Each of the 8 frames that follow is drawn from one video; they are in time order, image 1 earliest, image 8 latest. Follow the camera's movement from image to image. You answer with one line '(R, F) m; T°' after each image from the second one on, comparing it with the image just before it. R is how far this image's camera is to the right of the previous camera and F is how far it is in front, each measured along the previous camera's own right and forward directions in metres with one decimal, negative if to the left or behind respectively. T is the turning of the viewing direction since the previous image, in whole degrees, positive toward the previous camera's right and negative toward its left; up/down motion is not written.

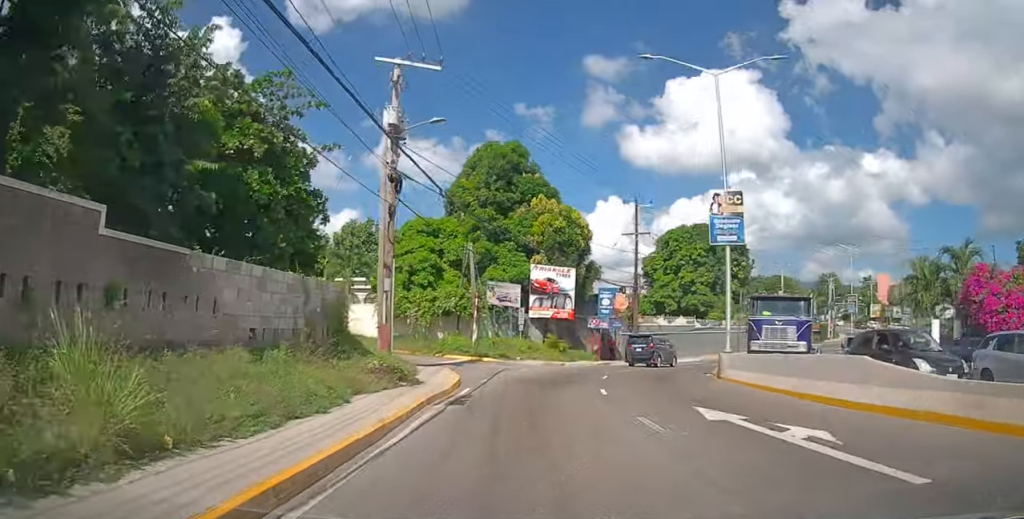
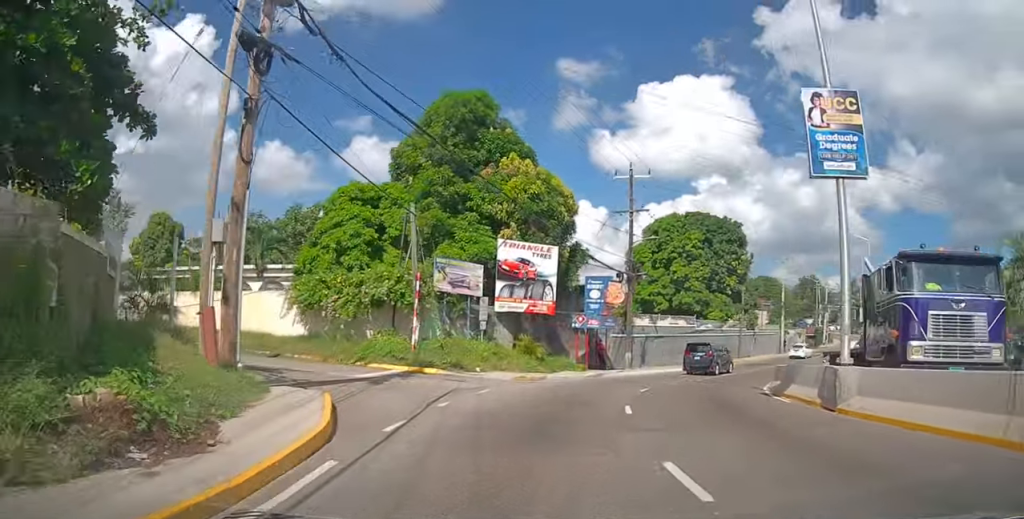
(+0.2, +9.1) m; +5°
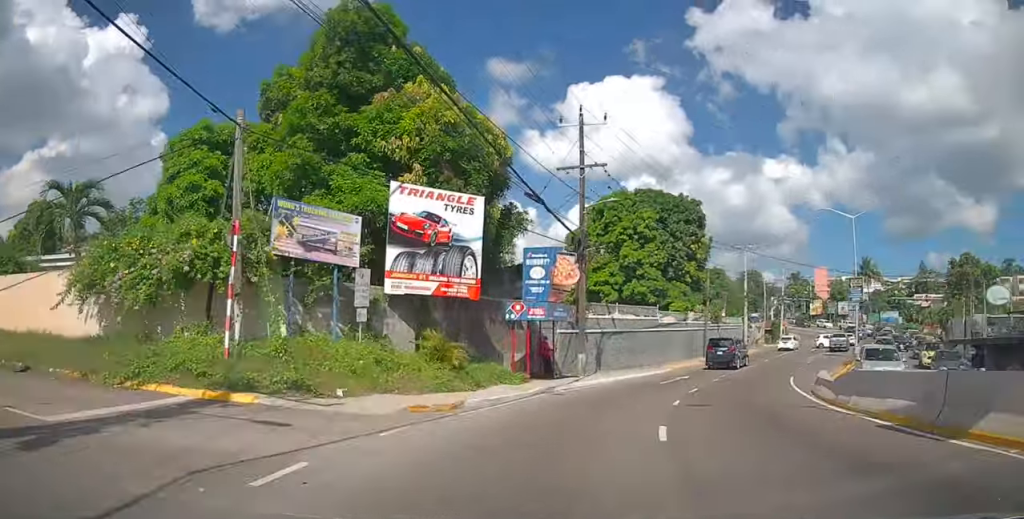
(+0.5, +9.2) m; +8°
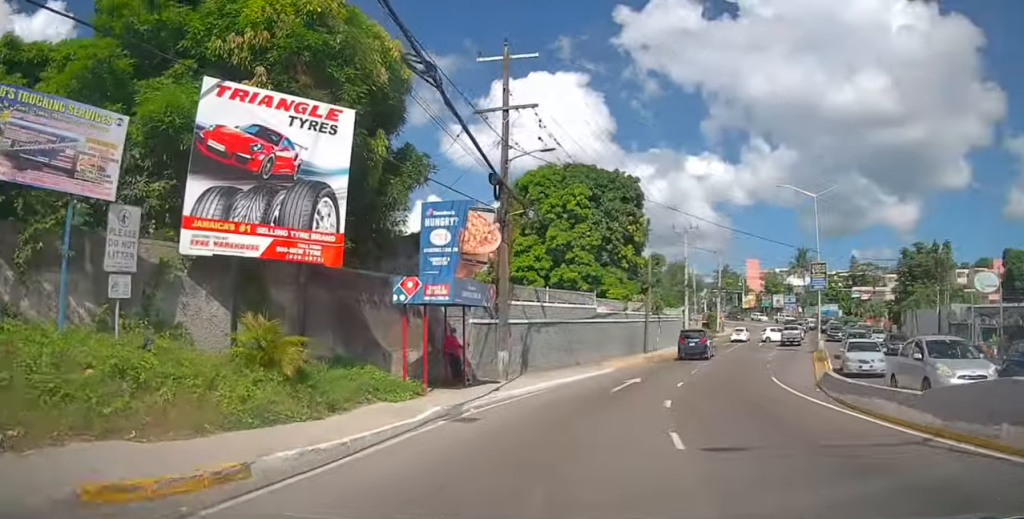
(+0.2, +6.5) m; +7°
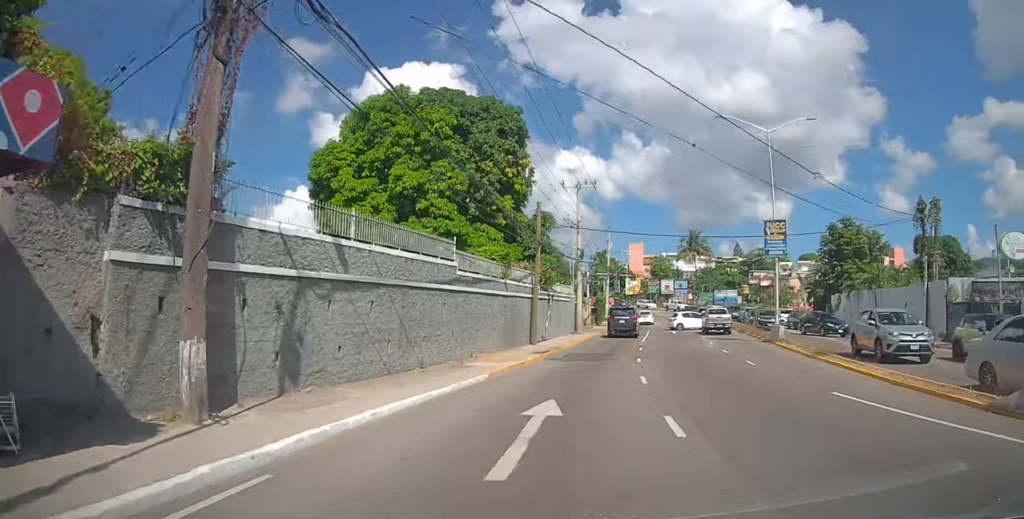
(+1.6, +12.2) m; +13°
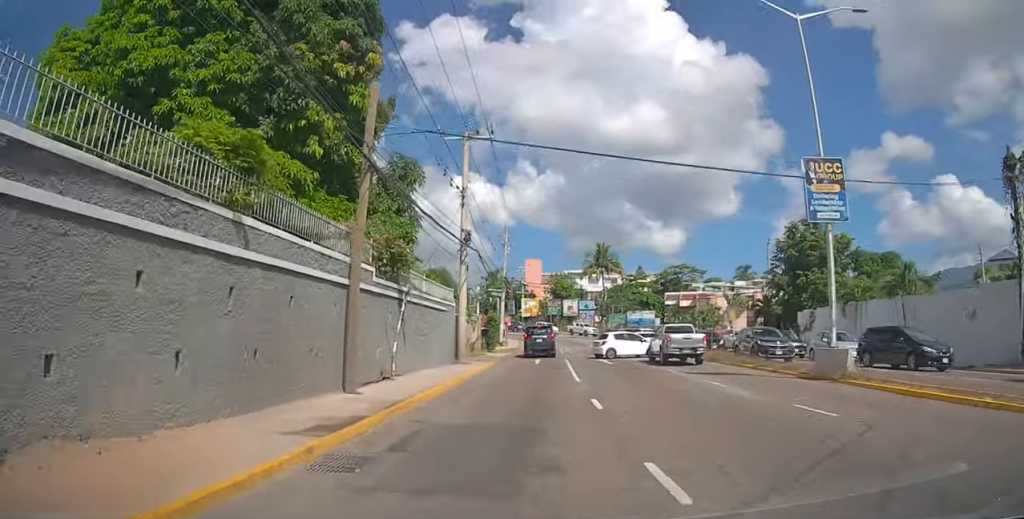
(+1.0, +14.4) m; +6°
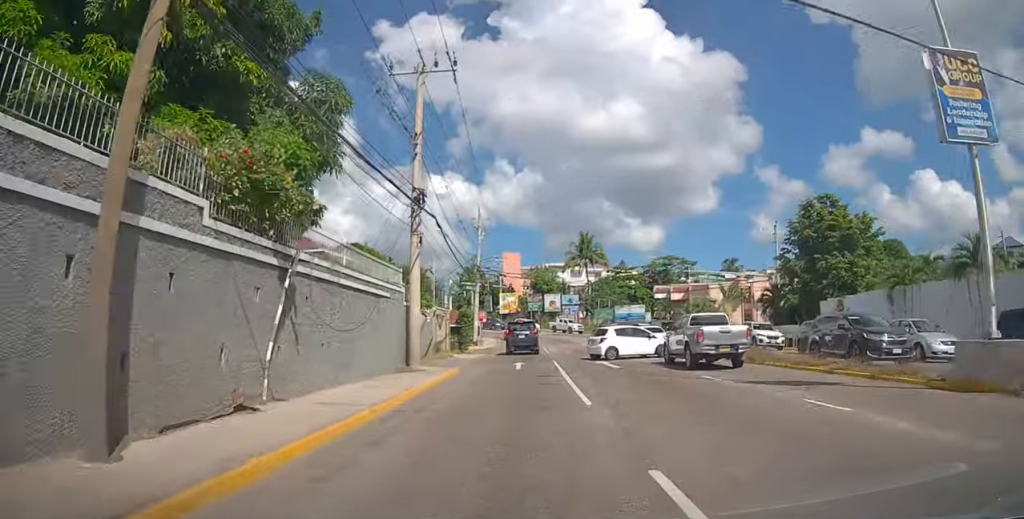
(-0.1, +6.7) m; +3°
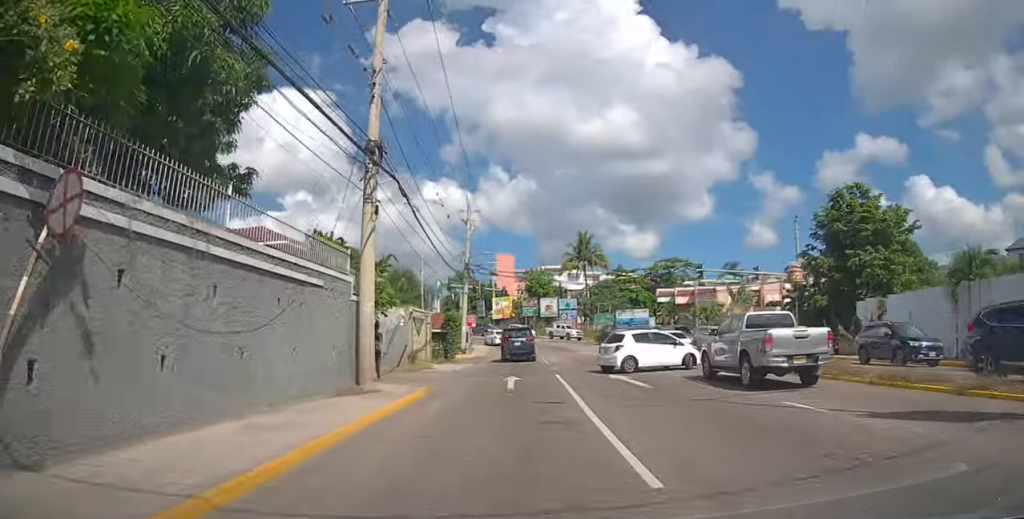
(+0.3, +5.1) m; +2°
